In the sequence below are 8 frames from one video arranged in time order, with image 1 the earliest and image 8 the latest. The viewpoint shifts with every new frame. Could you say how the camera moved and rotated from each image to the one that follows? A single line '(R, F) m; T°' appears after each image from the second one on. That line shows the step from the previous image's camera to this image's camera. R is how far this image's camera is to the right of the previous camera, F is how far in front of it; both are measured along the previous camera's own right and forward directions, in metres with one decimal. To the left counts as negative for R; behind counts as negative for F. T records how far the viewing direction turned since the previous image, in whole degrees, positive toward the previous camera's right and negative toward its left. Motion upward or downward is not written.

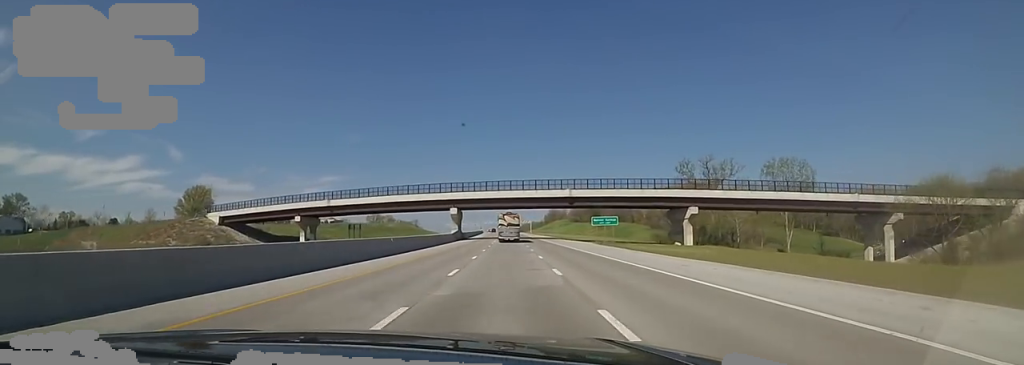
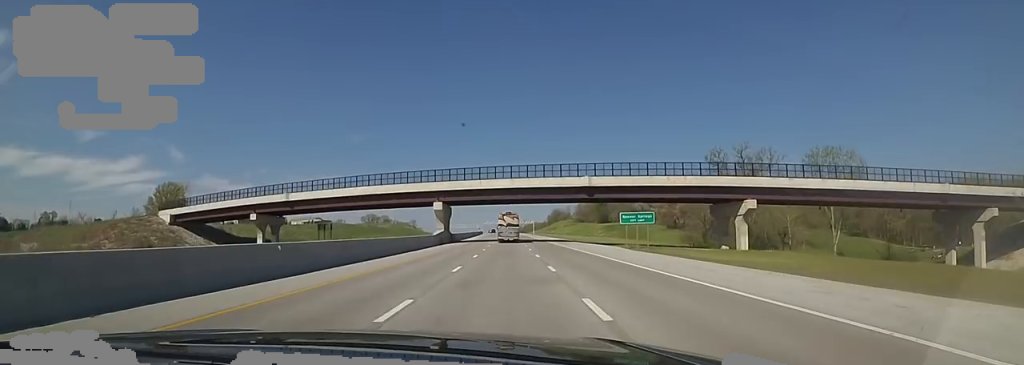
(0.0, +17.7) m; -1°
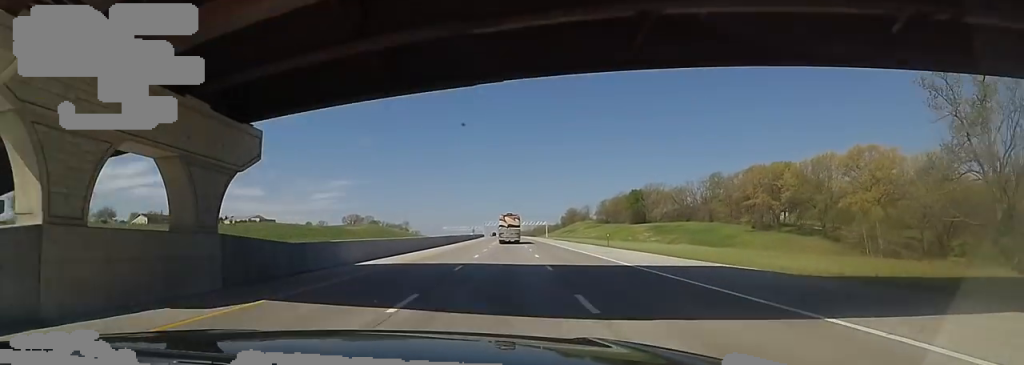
(-2.0, +56.4) m; -2°
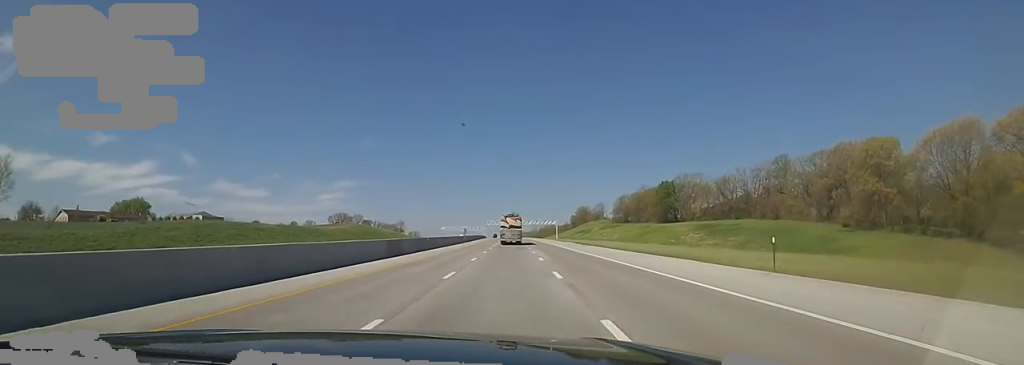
(+1.1, +33.2) m; 0°
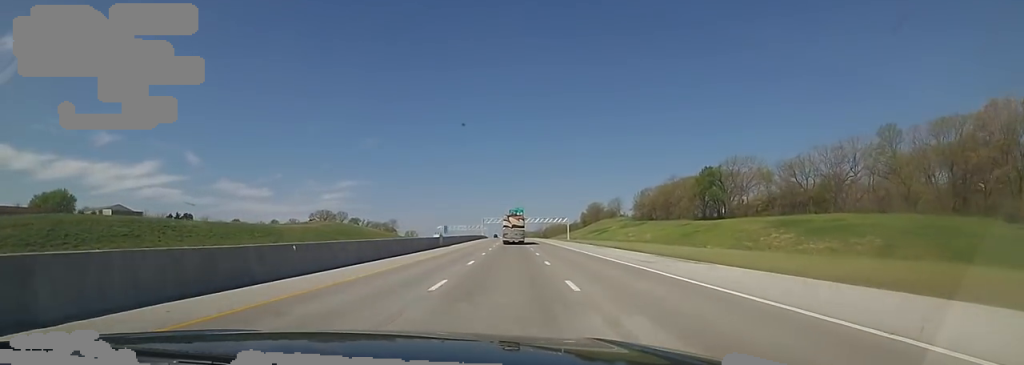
(-0.8, +32.2) m; -1°
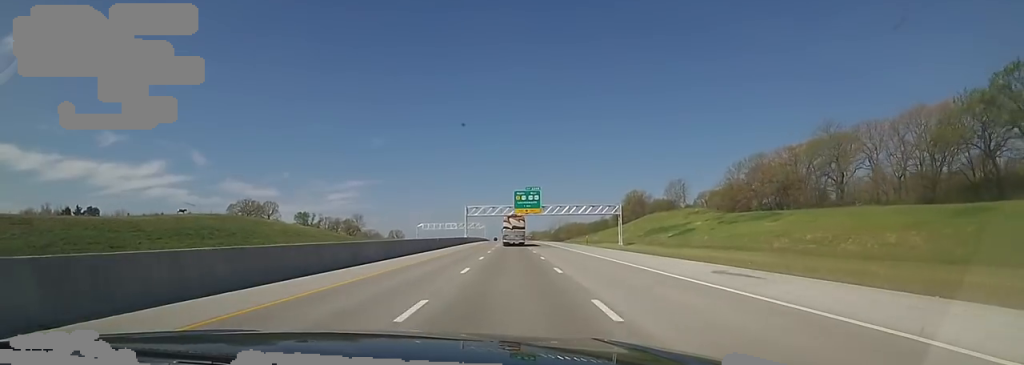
(+2.2, +81.6) m; +1°
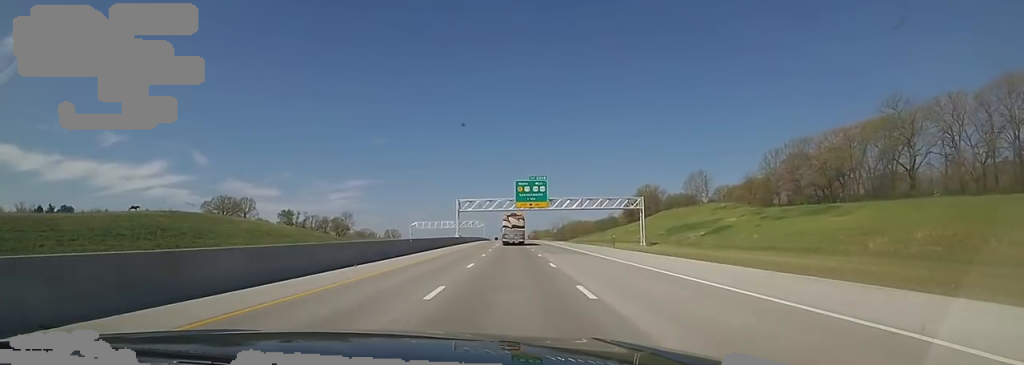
(-0.7, +16.7) m; -1°
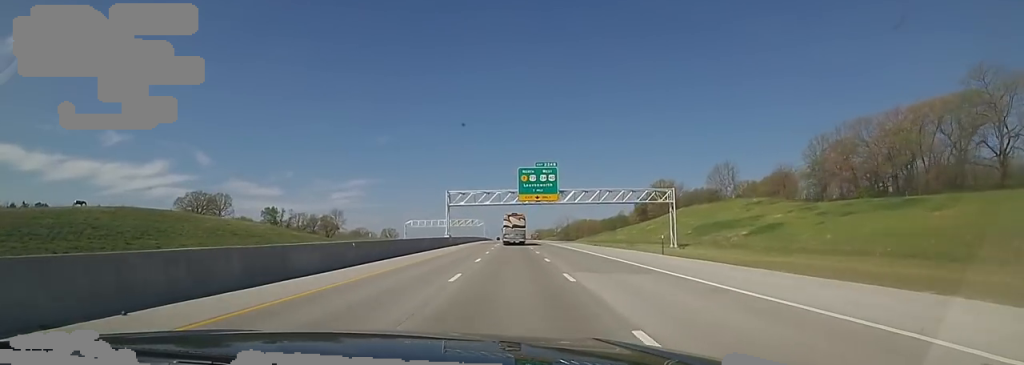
(-0.3, +15.5) m; -1°
